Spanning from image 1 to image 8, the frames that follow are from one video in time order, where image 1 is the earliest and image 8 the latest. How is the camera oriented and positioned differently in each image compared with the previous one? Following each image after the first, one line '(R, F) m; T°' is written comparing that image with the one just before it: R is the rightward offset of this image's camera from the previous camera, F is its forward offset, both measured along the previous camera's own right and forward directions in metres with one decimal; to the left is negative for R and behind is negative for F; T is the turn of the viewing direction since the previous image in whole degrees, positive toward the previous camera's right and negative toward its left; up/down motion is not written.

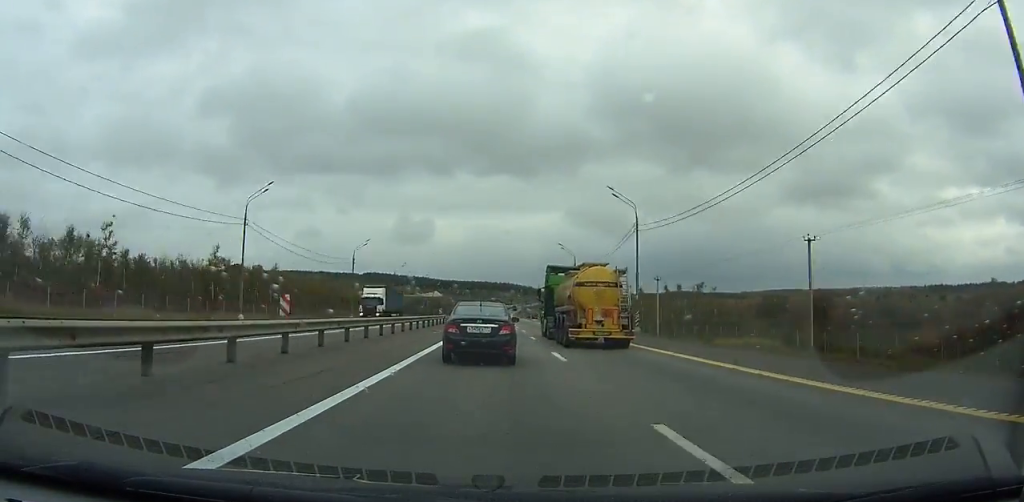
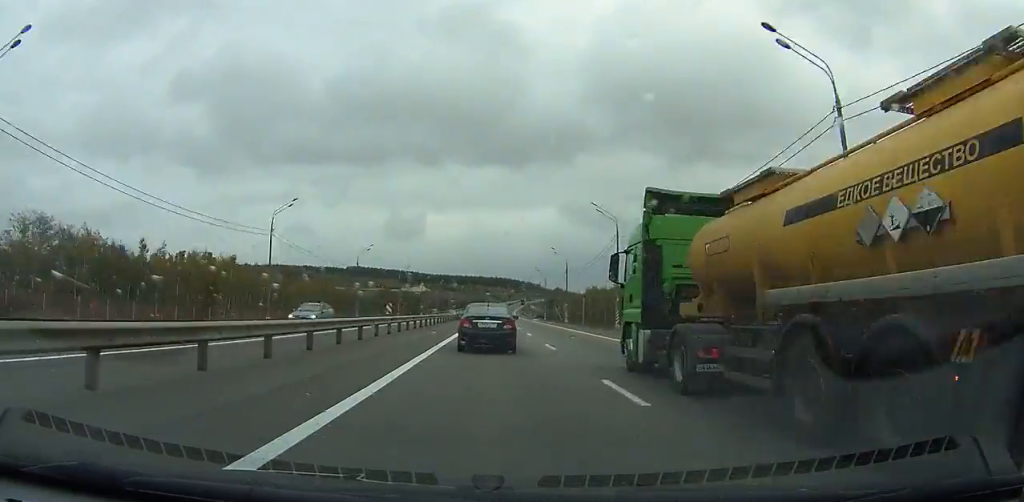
(-0.1, +101.6) m; 0°
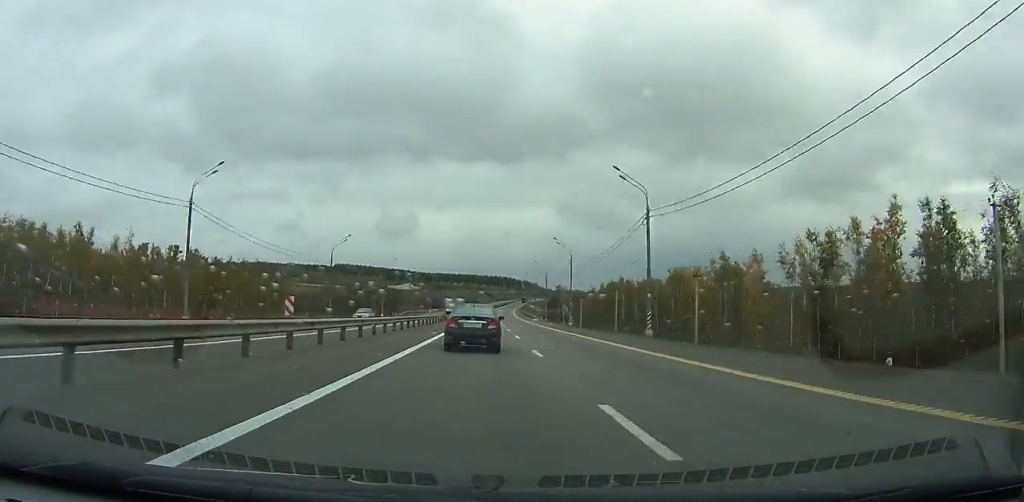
(+0.2, +48.6) m; 0°
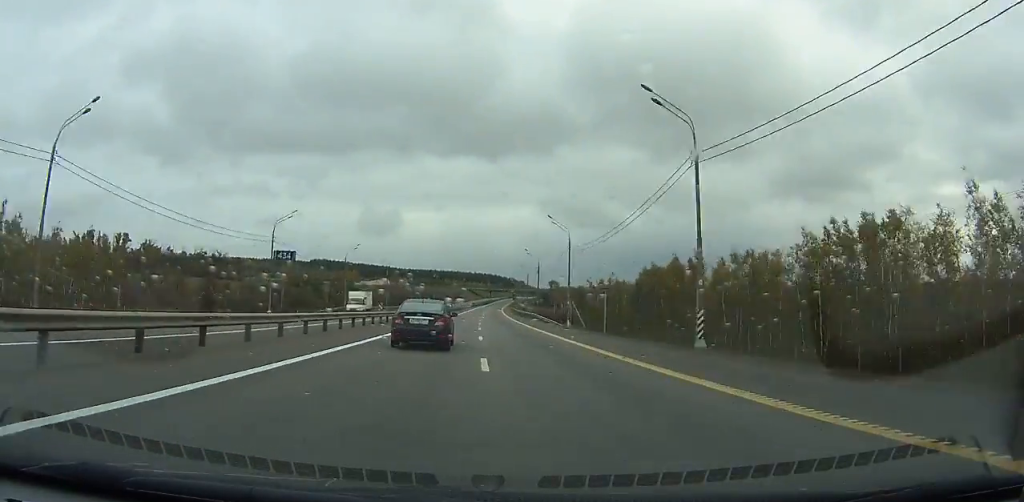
(+0.2, +49.7) m; +1°
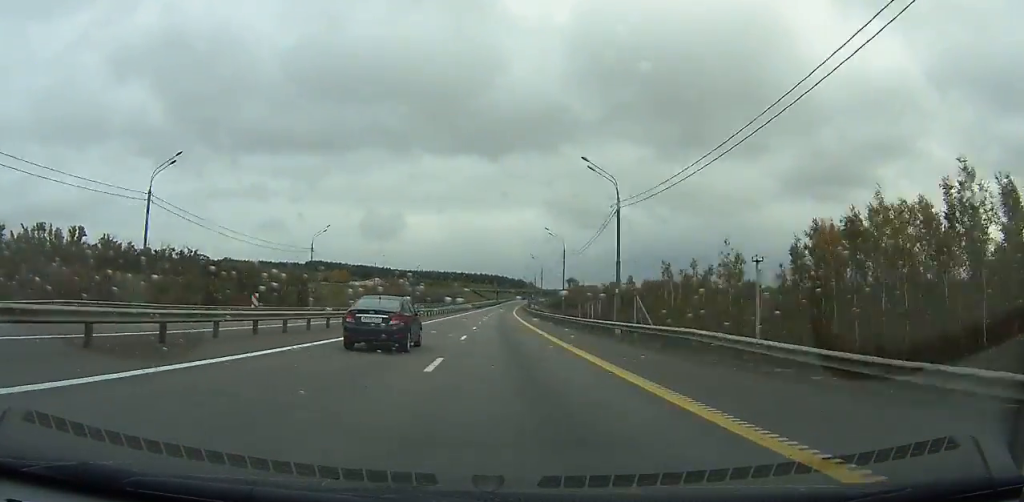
(+0.4, +56.9) m; +1°
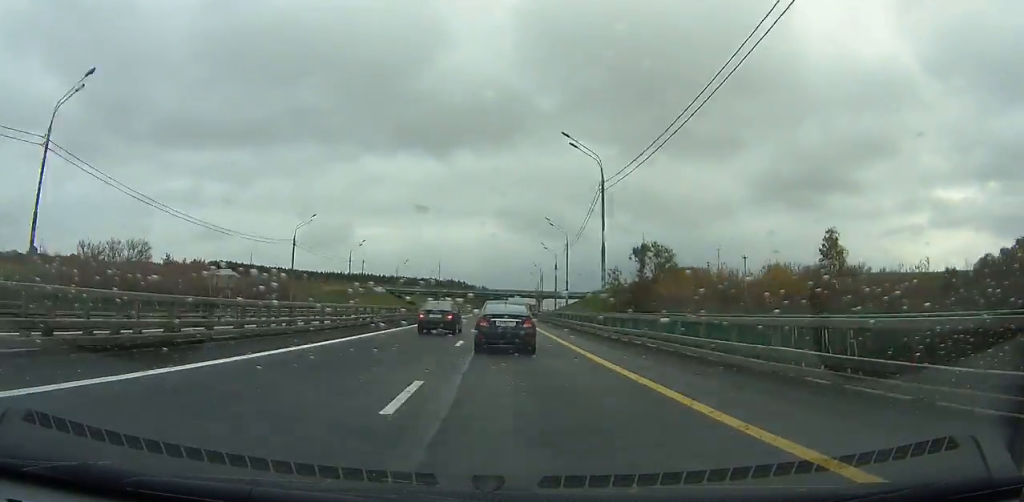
(+4.6, +201.9) m; +3°
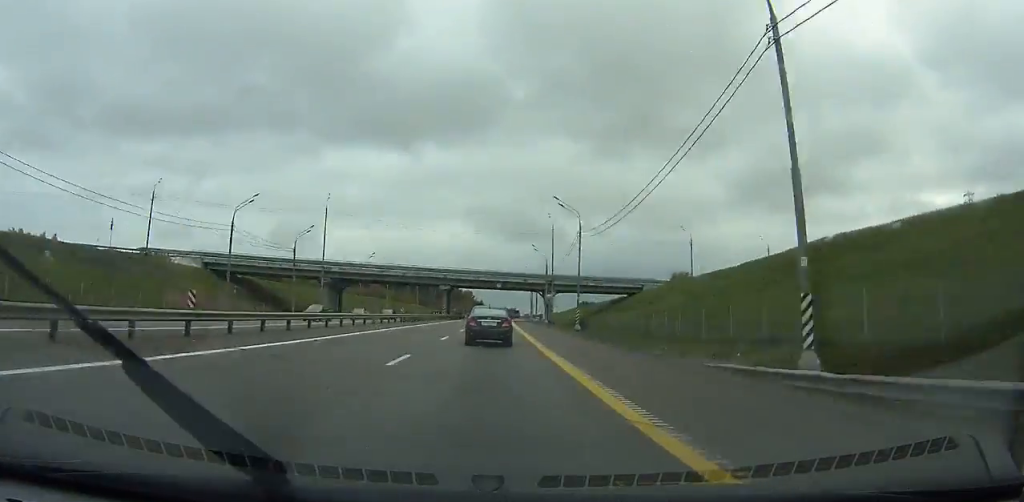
(+2.5, +113.5) m; +2°
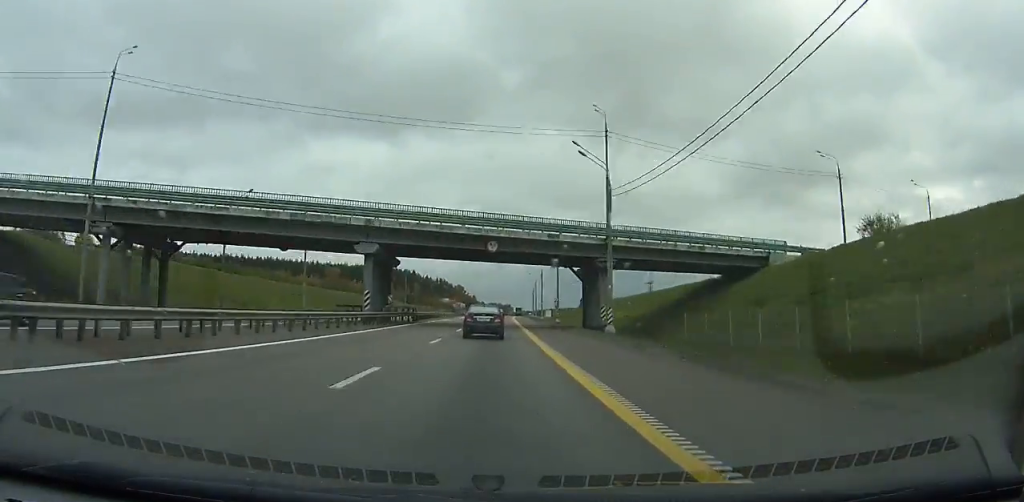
(+0.6, +51.5) m; +1°
